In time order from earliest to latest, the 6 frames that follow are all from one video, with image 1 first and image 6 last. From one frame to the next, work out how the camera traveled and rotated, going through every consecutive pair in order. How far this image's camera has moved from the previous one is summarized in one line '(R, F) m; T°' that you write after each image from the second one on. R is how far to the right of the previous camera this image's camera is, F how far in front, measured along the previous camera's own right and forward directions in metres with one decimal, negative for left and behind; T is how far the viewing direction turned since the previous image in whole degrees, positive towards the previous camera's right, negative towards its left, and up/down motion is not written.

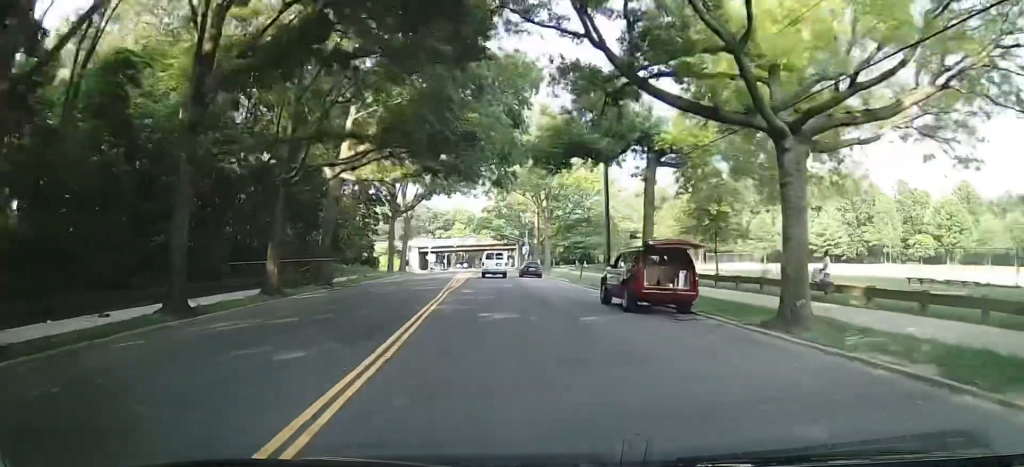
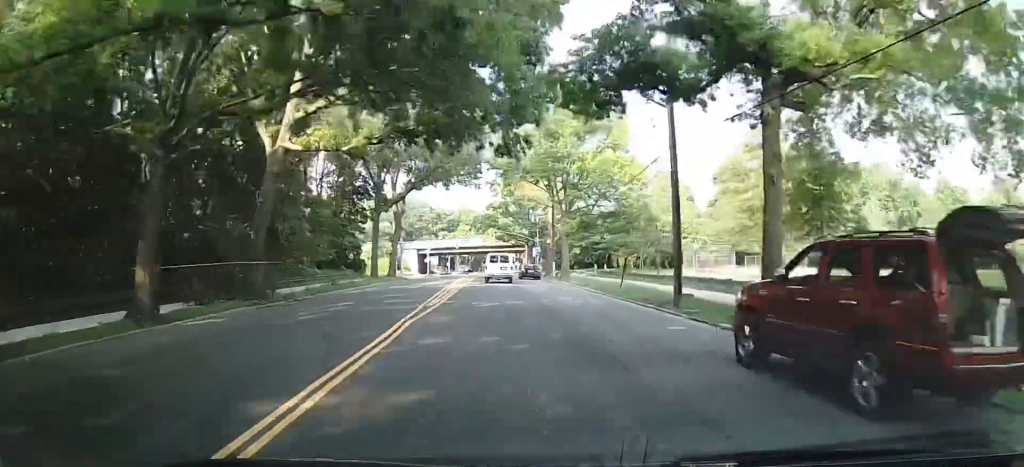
(+0.1, +12.1) m; +2°
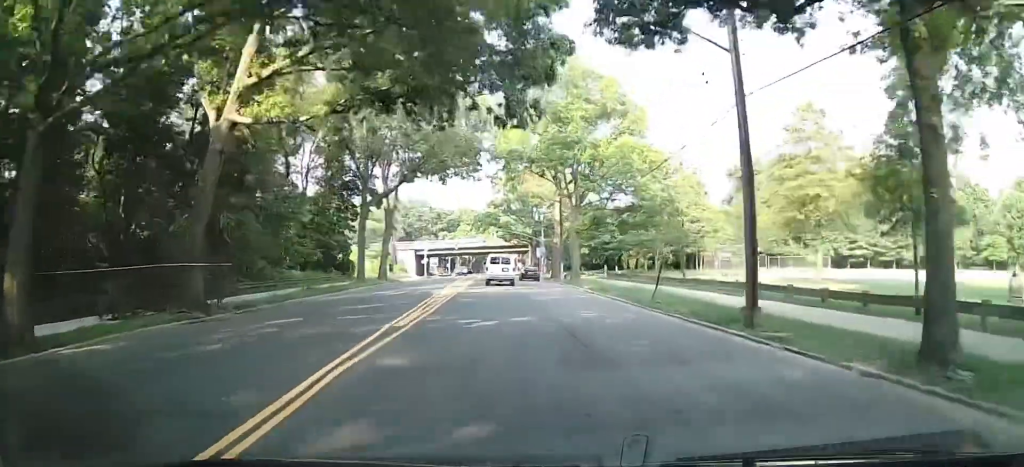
(+0.3, +6.1) m; 0°
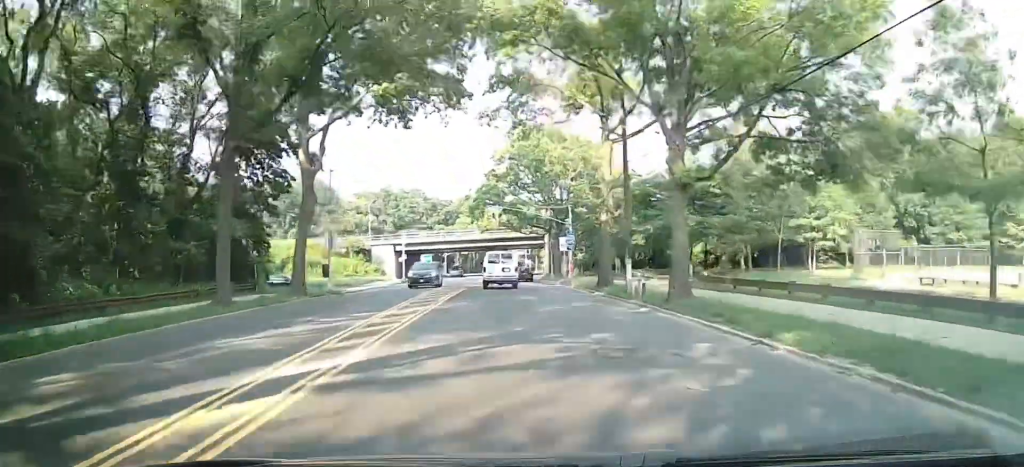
(-0.4, +25.3) m; 0°
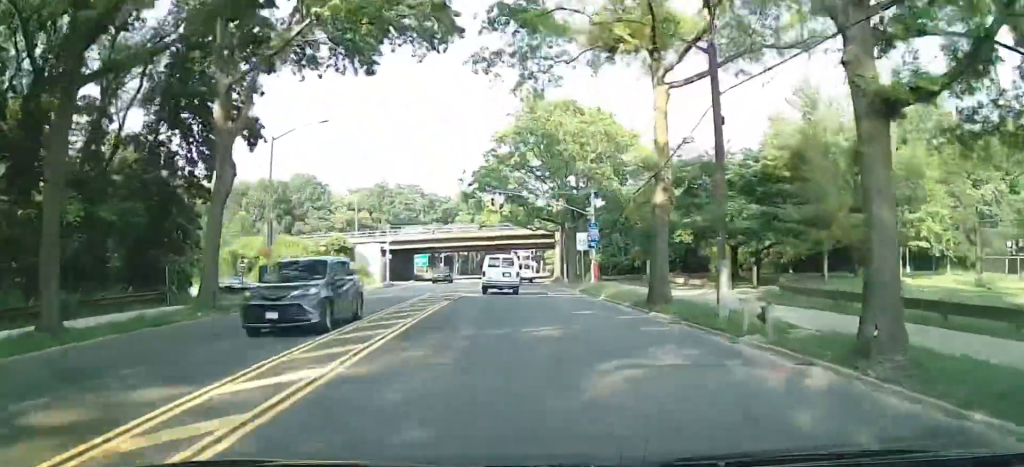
(0.0, +10.9) m; -2°
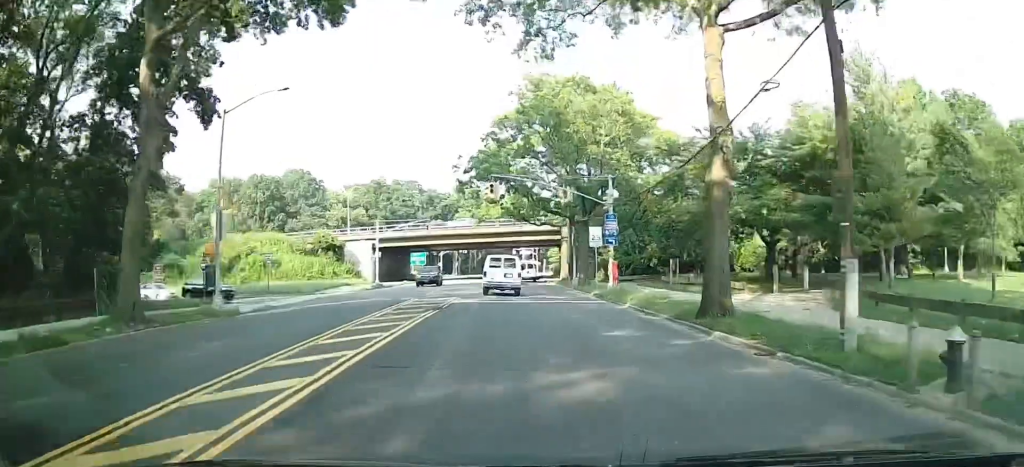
(-0.2, +5.4) m; -1°
